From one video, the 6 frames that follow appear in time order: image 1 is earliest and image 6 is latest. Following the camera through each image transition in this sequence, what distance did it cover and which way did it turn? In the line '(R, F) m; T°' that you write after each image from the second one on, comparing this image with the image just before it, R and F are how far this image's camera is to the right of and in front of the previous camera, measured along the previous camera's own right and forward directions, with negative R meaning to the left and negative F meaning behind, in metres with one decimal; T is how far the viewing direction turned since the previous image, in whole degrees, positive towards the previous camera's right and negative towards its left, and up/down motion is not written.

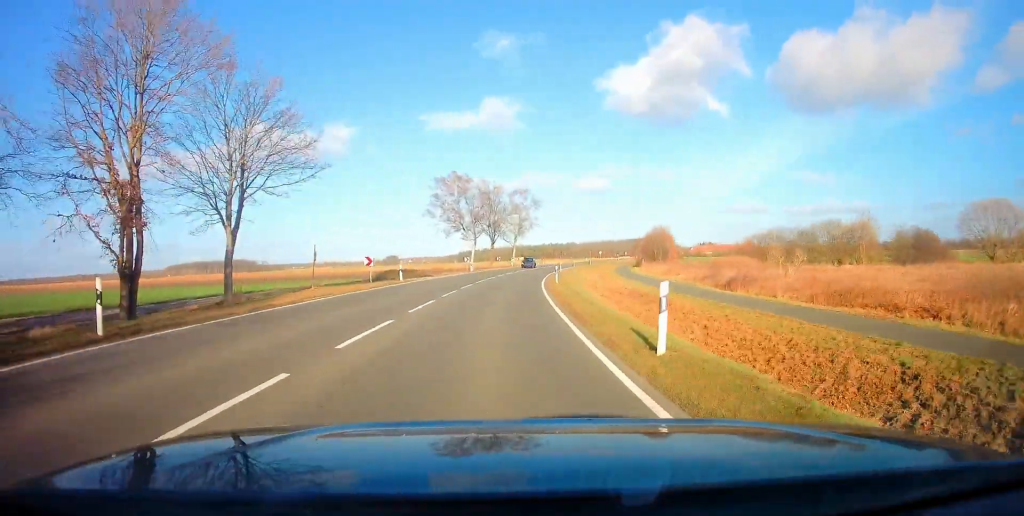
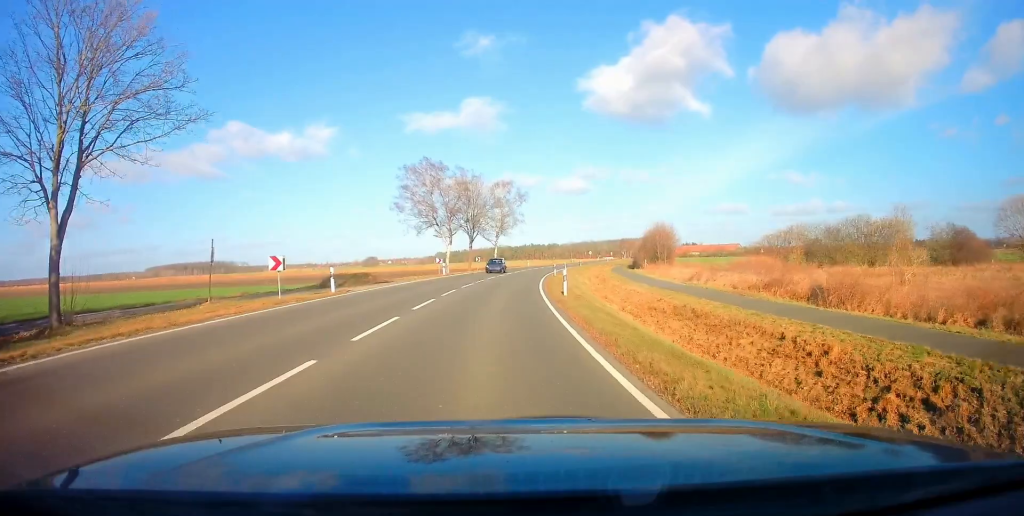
(0.0, +11.2) m; +2°
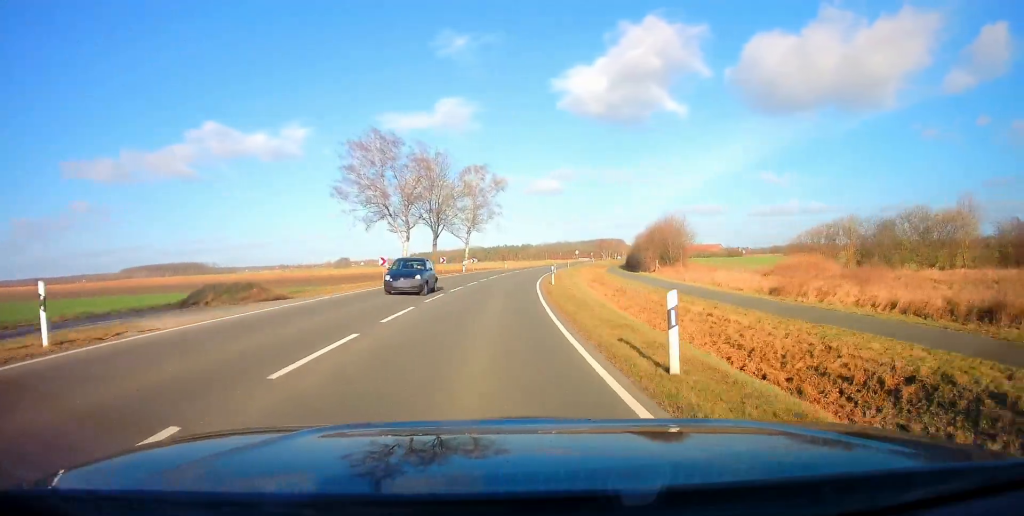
(+0.5, +15.2) m; +3°
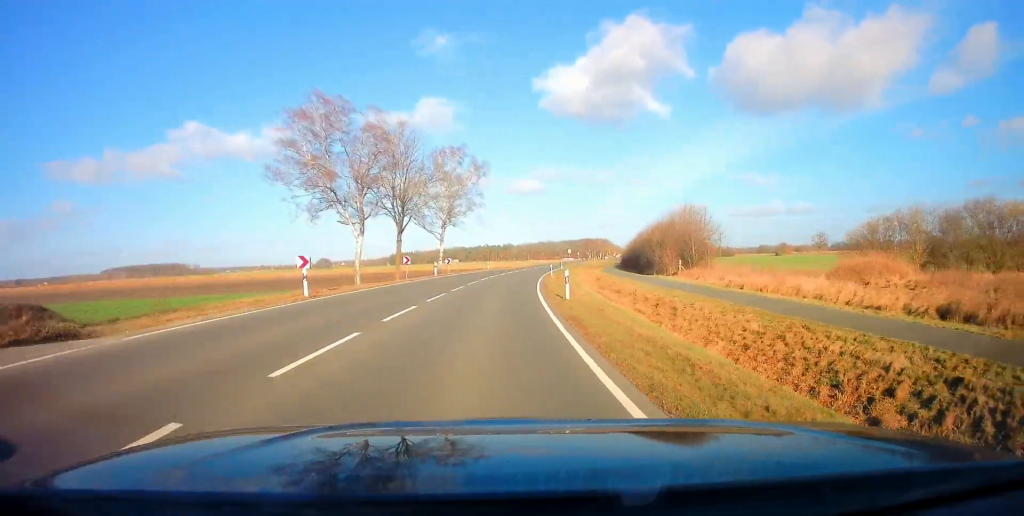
(+0.2, +12.0) m; +2°
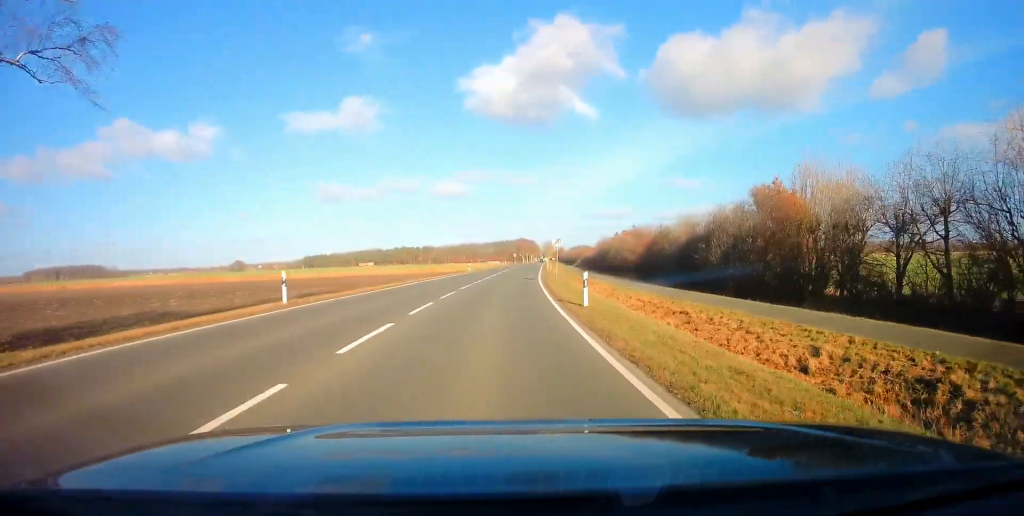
(+3.2, +52.5) m; +7°
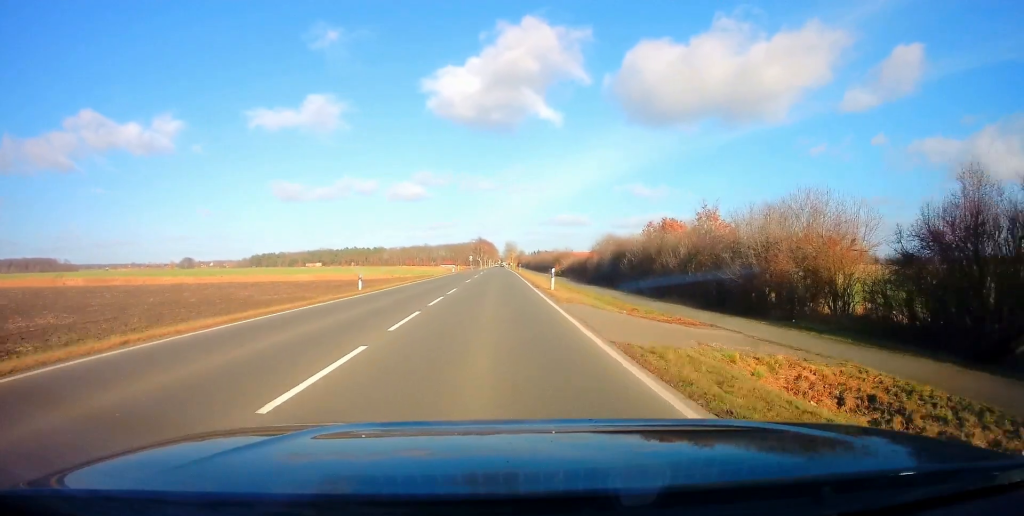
(+1.8, +39.3) m; +4°
